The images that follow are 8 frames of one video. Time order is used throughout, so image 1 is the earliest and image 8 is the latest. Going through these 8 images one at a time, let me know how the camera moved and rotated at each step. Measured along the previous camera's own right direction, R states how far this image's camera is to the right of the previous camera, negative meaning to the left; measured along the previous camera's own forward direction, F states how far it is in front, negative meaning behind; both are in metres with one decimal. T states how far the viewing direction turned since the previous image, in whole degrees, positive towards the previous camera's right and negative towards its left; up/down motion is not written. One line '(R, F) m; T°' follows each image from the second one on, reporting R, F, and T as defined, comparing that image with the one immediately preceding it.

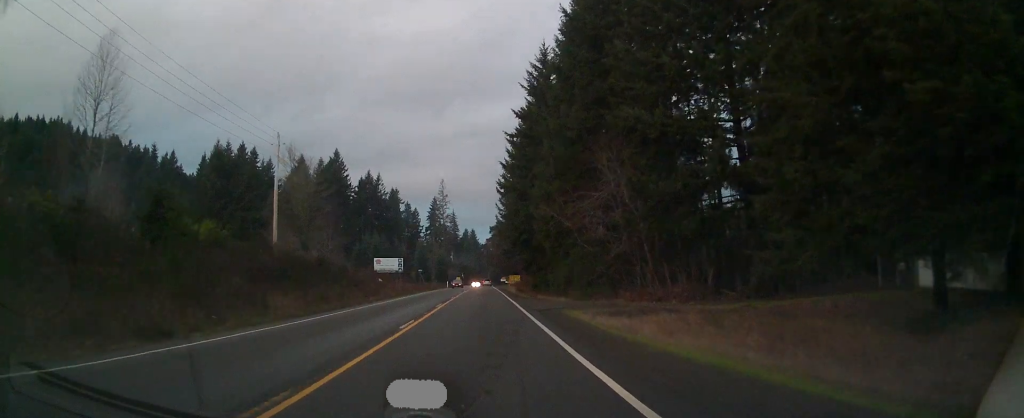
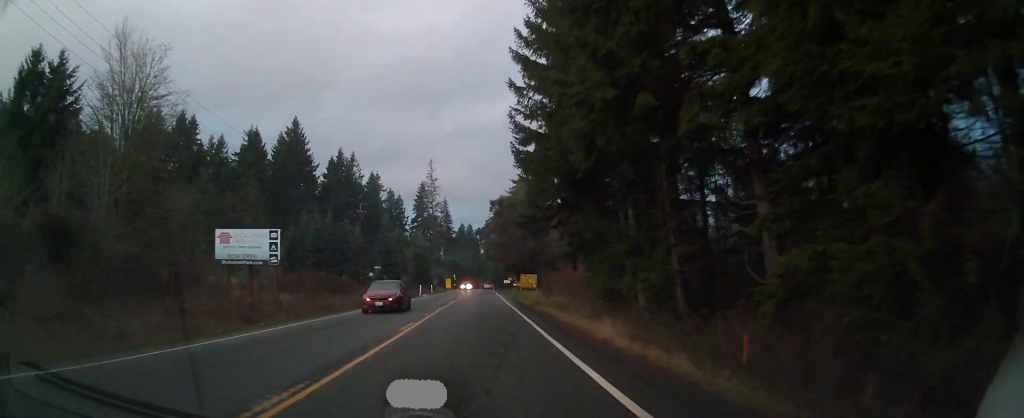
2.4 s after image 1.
(+0.3, +48.4) m; -1°
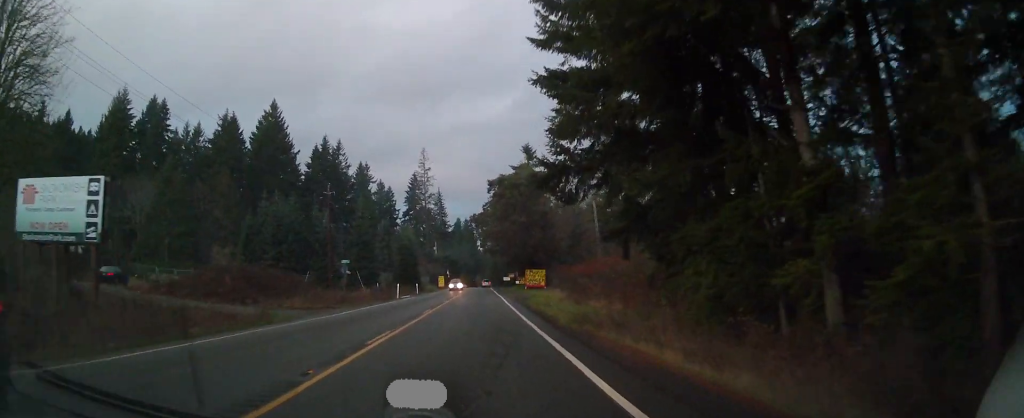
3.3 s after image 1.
(0.0, +16.4) m; +1°
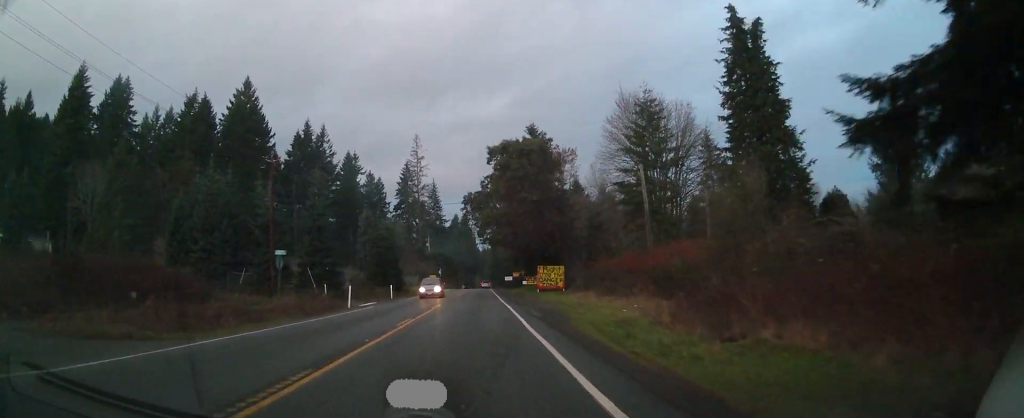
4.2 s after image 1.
(+0.3, +18.8) m; +1°
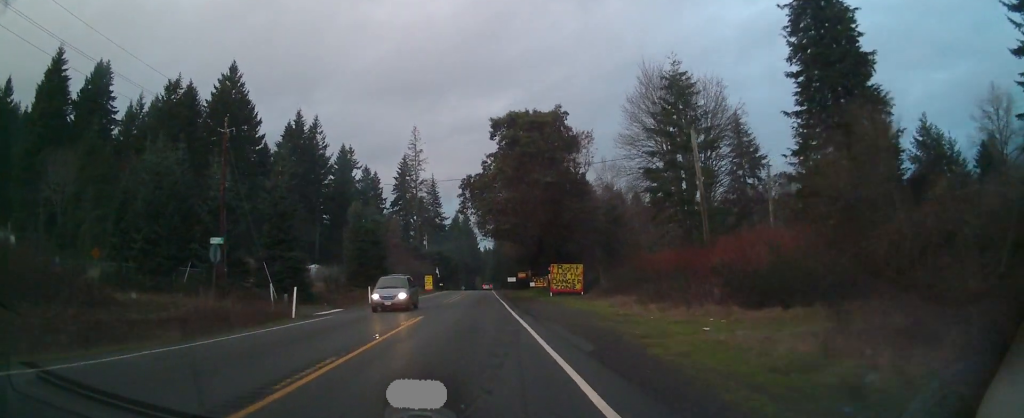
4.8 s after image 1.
(0.0, +10.3) m; 0°
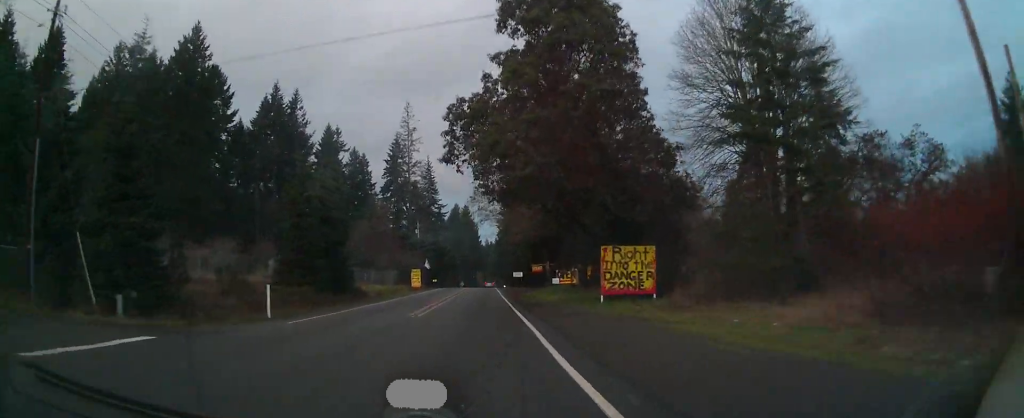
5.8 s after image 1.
(-0.1, +19.9) m; -1°
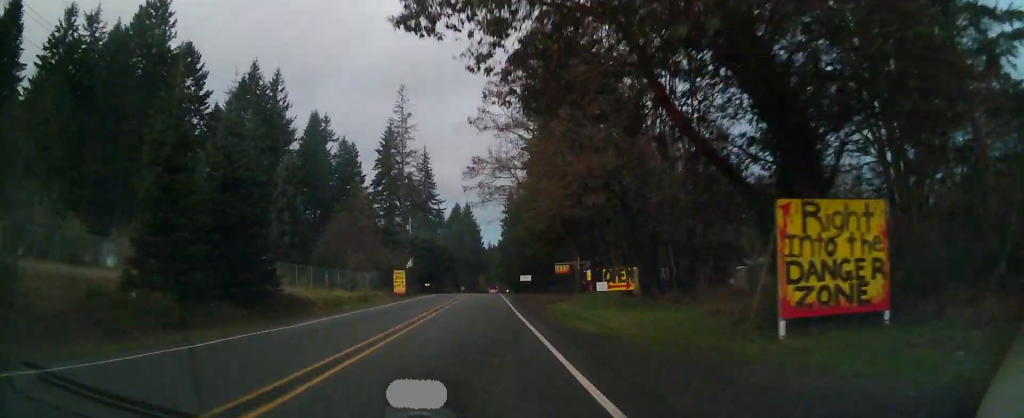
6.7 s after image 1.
(-0.2, +16.7) m; 0°
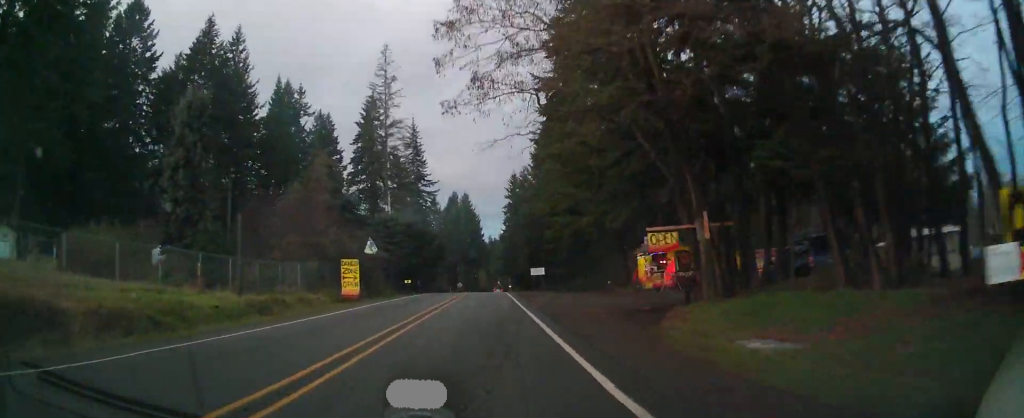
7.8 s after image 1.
(+0.2, +22.4) m; +1°
